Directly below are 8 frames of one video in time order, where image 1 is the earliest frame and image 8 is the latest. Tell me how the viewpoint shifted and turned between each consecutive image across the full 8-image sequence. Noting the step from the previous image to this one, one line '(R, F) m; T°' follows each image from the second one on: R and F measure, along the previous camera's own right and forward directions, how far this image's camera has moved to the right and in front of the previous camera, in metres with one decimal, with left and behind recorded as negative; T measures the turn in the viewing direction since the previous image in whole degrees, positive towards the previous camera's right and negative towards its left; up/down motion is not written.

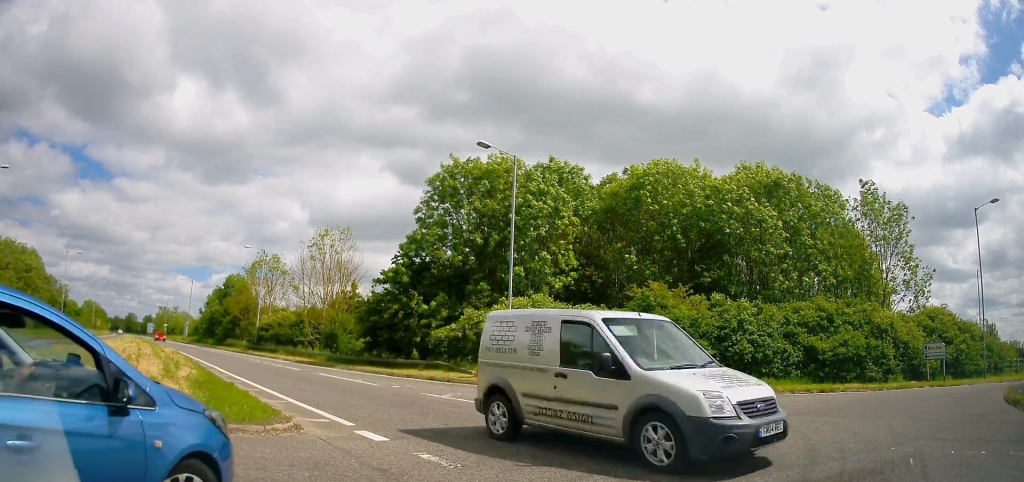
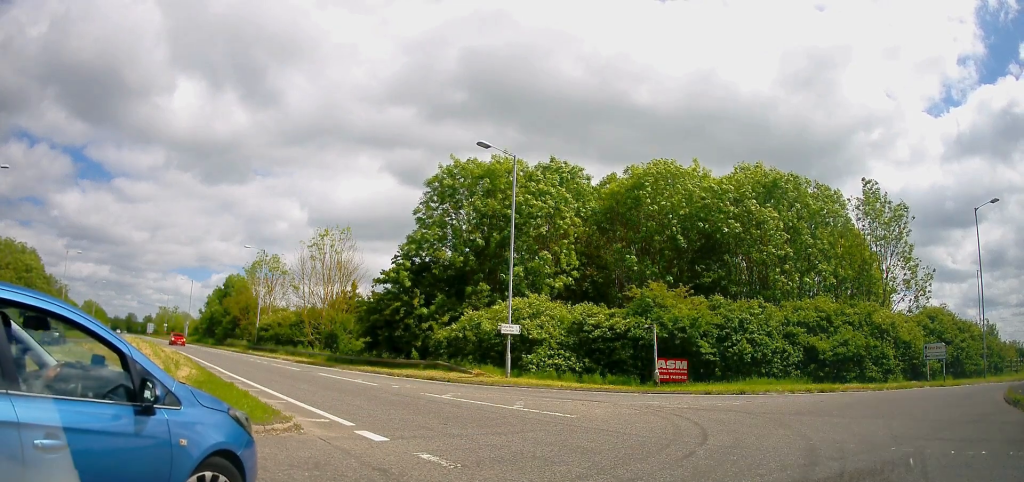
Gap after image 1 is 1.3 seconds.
(0.0, 0.0) m; 0°
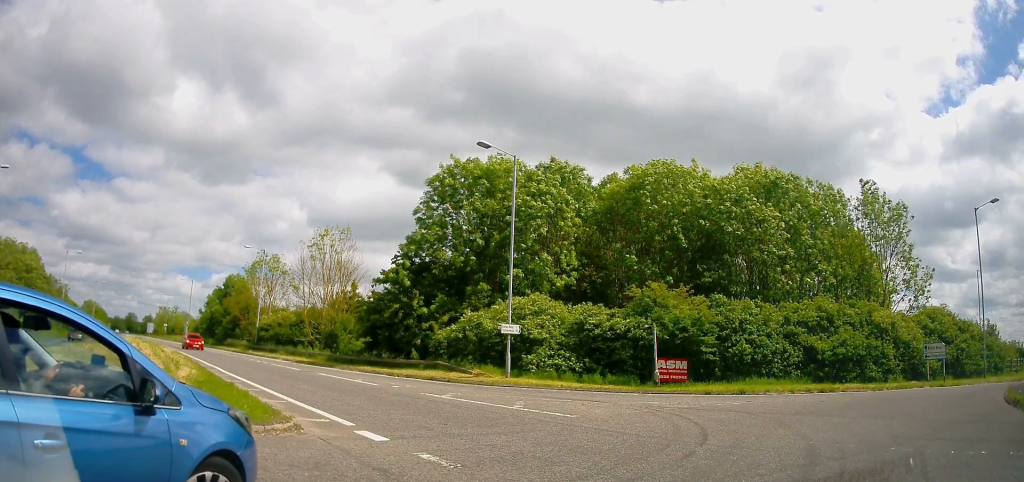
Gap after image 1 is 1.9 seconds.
(0.0, 0.0) m; 0°
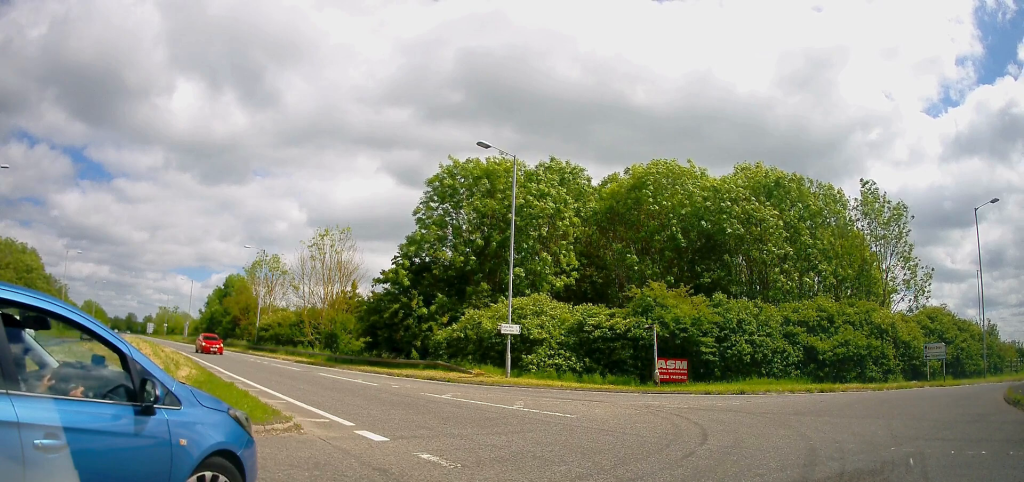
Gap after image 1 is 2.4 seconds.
(0.0, 0.0) m; 0°
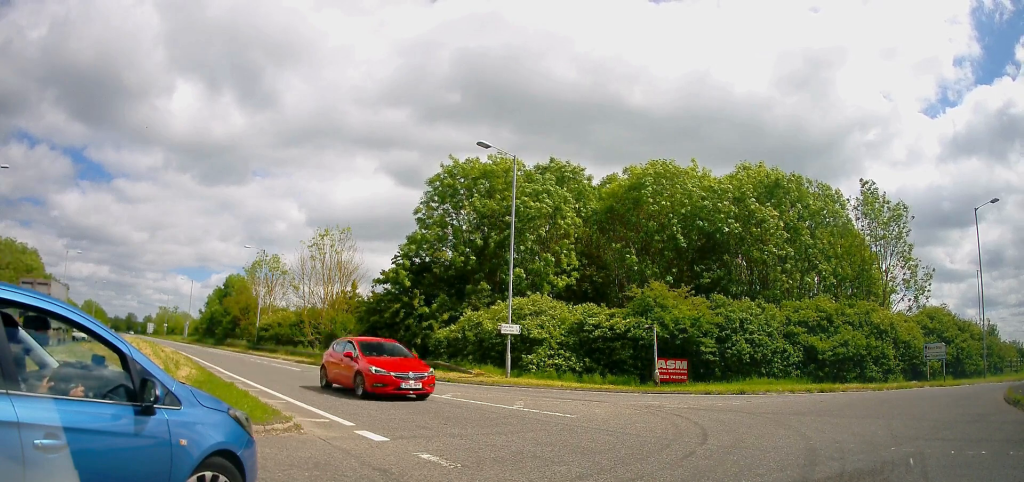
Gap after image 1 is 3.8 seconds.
(0.0, 0.0) m; 0°
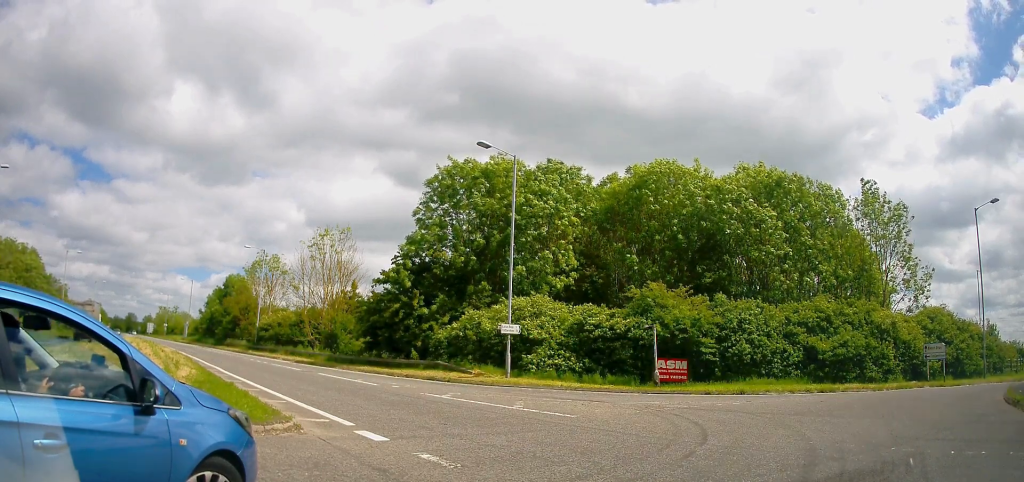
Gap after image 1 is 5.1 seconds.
(0.0, 0.0) m; 0°
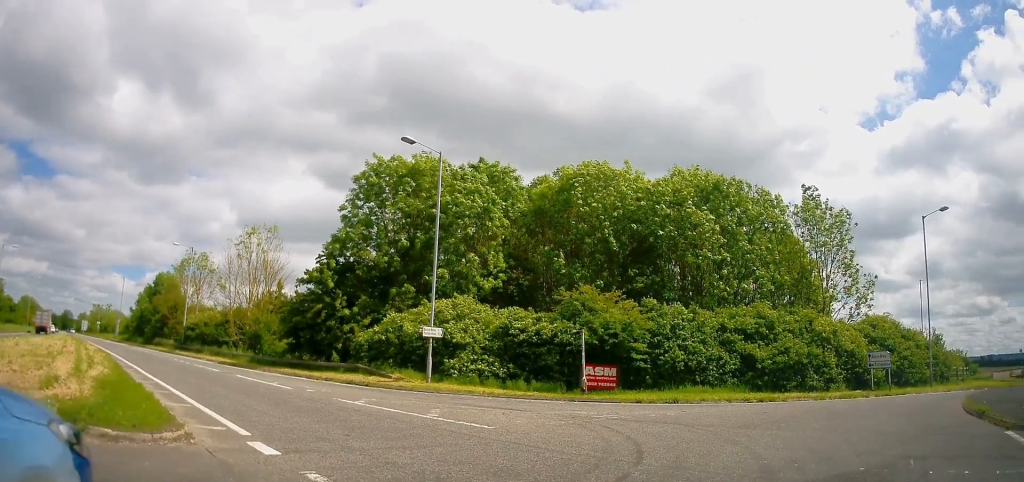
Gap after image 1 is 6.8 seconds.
(-0.2, +0.6) m; +12°
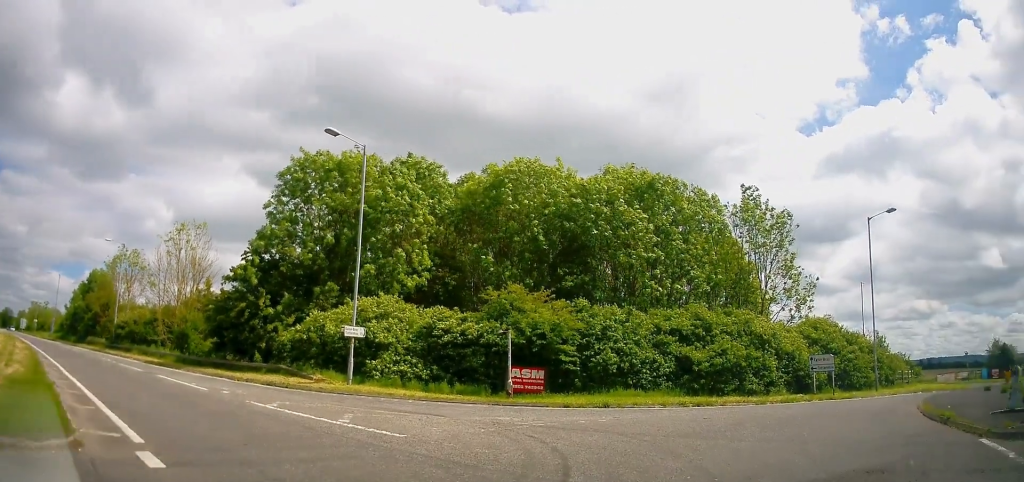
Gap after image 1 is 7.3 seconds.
(0.0, +0.7) m; +8°
